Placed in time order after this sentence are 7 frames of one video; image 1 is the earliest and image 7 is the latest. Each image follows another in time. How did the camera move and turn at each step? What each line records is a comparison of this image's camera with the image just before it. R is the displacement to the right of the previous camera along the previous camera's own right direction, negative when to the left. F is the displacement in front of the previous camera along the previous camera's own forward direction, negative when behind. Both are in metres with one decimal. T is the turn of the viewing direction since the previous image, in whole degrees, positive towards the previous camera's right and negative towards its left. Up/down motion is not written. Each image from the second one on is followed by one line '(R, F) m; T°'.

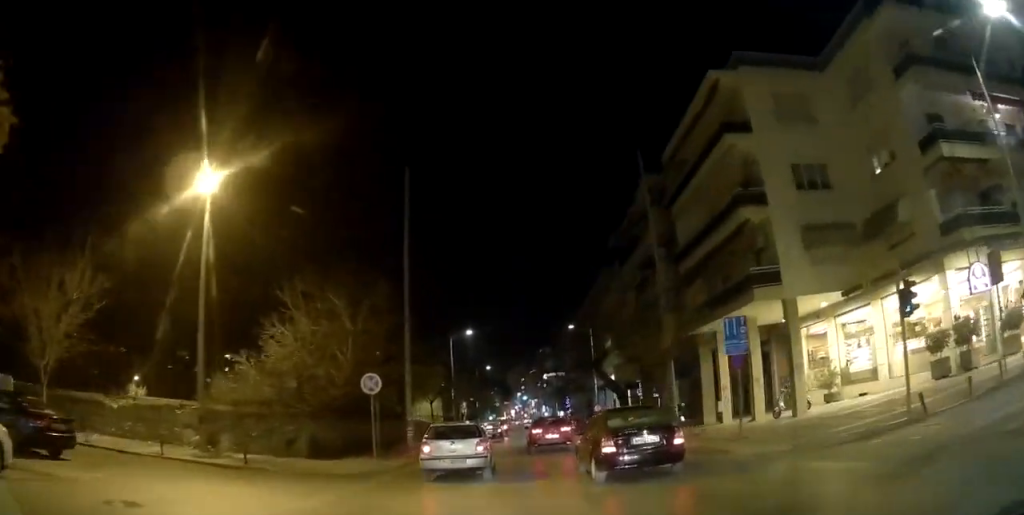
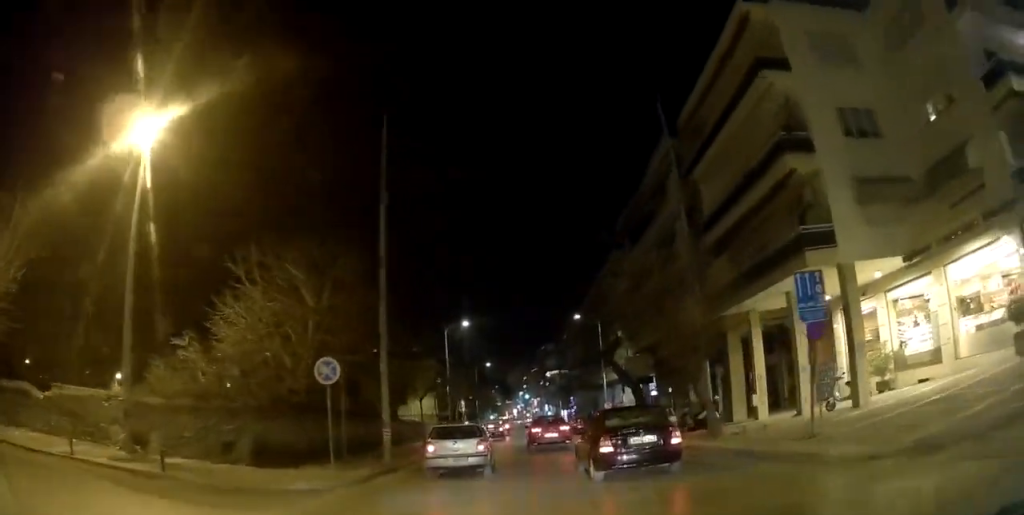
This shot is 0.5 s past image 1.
(0.0, +4.4) m; 0°
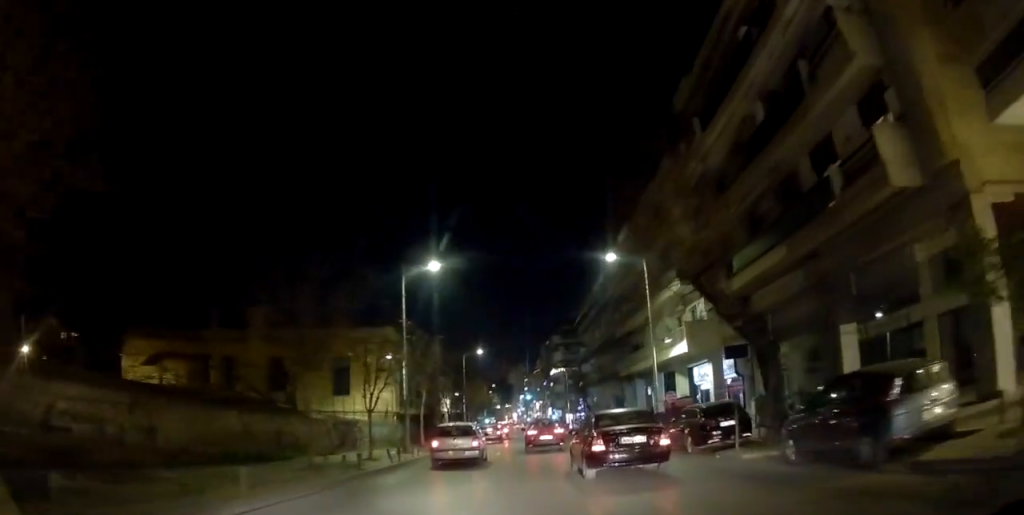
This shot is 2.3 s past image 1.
(0.0, +17.2) m; 0°
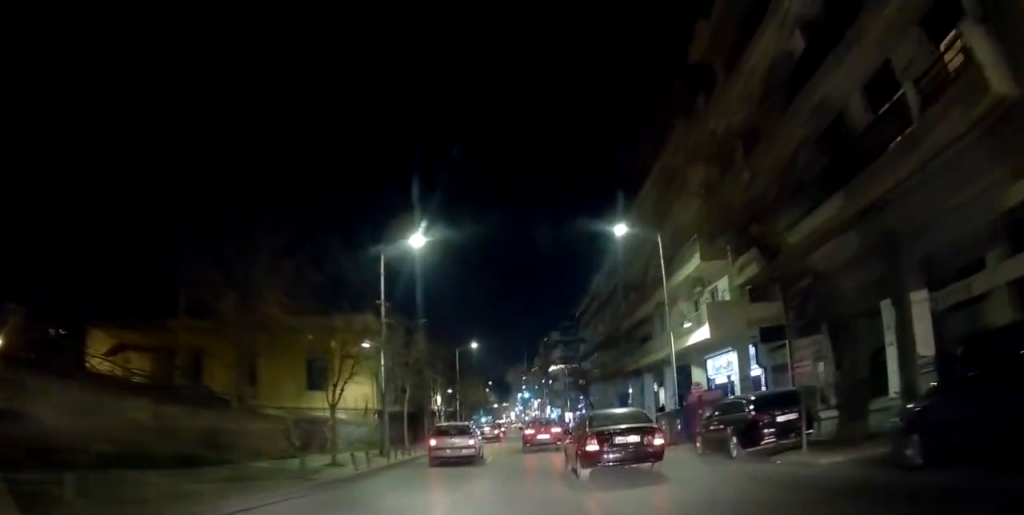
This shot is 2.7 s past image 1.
(0.0, +3.9) m; -1°
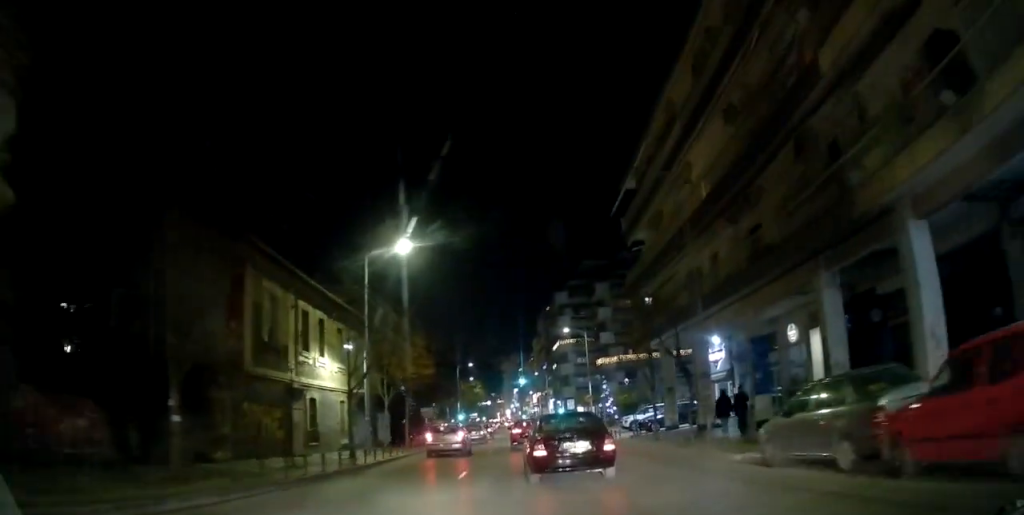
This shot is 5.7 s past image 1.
(-0.5, +30.4) m; 0°
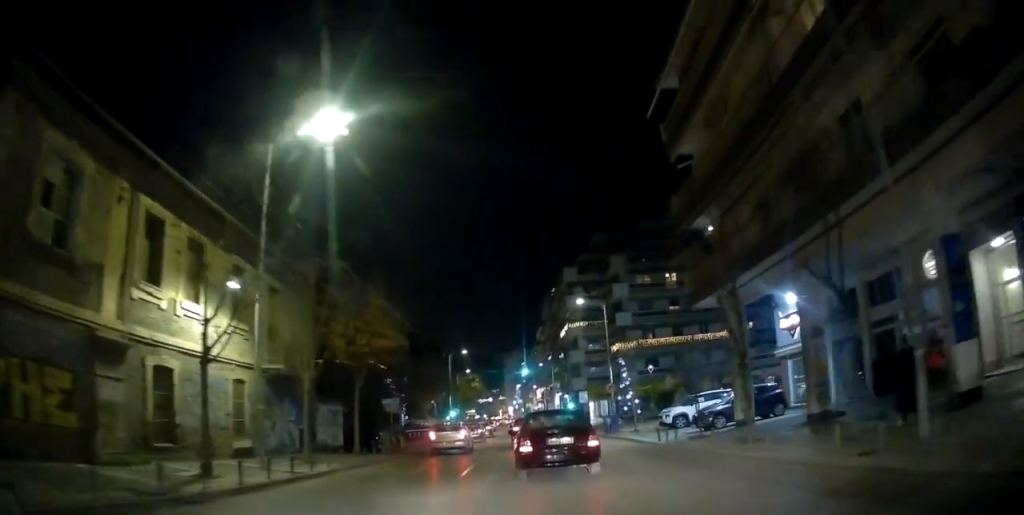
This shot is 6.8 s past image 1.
(-0.2, +10.6) m; -2°
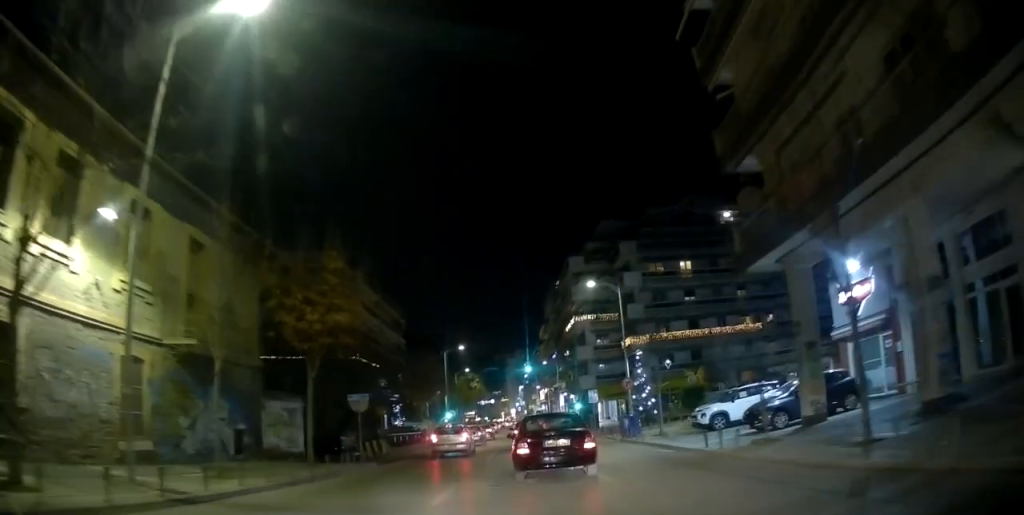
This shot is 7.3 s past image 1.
(-0.2, +5.4) m; 0°
